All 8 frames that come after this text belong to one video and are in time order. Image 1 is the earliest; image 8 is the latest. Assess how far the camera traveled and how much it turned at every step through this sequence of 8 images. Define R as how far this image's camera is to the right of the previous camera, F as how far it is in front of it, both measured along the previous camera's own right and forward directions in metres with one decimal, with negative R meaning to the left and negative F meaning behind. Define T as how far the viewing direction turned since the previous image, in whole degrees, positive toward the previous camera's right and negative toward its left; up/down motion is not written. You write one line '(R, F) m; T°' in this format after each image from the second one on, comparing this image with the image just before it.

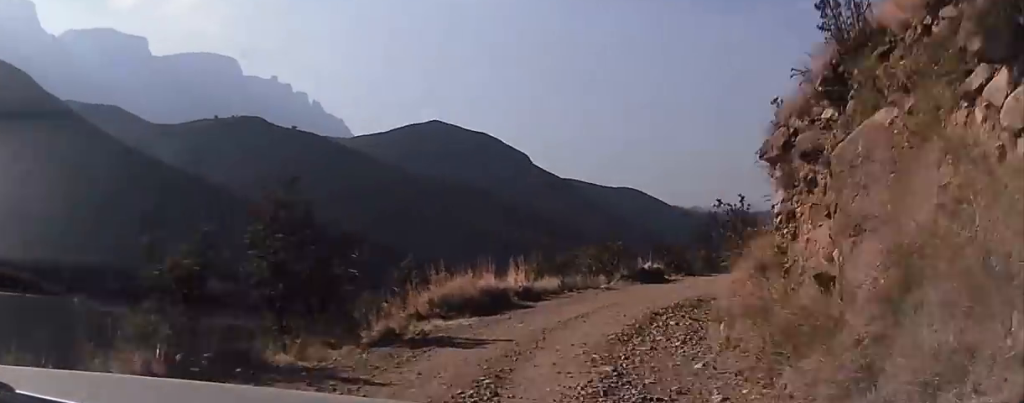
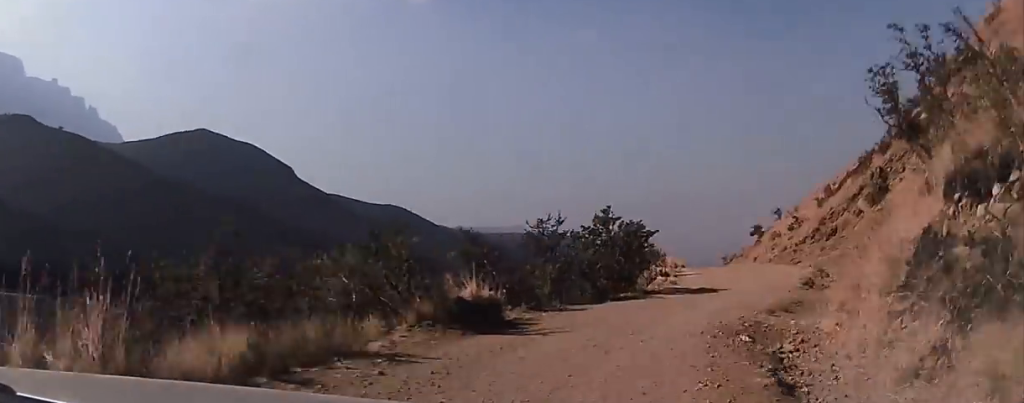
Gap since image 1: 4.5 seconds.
(+3.5, +20.4) m; +6°
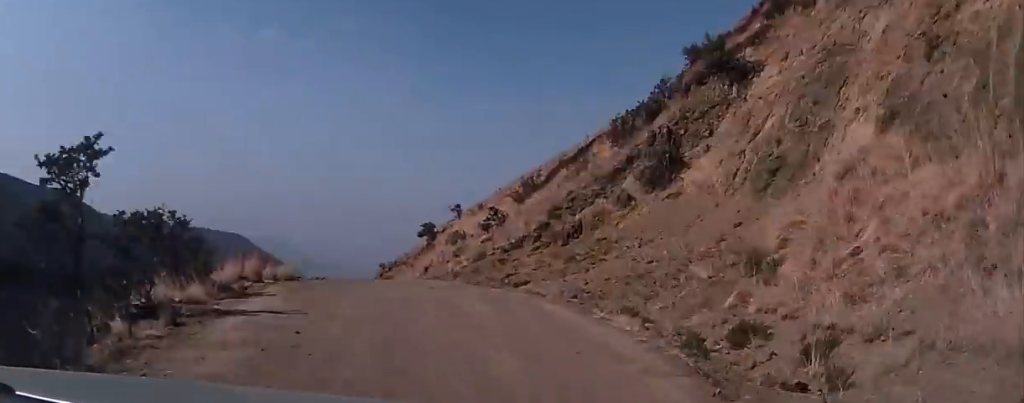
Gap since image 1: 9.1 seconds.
(+2.1, +21.7) m; +5°
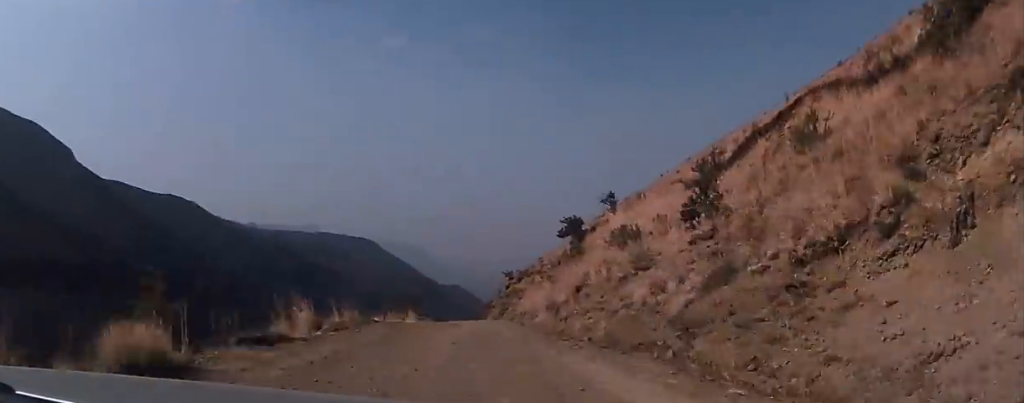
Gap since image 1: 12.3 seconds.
(-0.1, +17.1) m; -1°
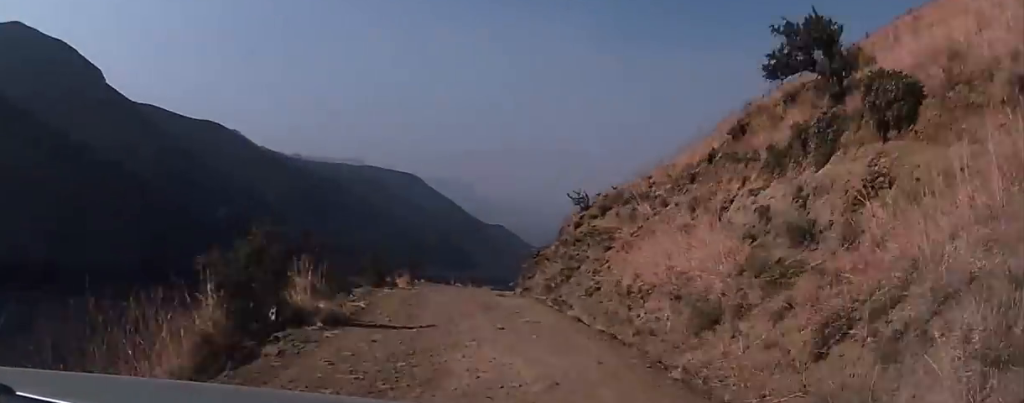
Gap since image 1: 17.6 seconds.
(0.0, +28.6) m; -2°
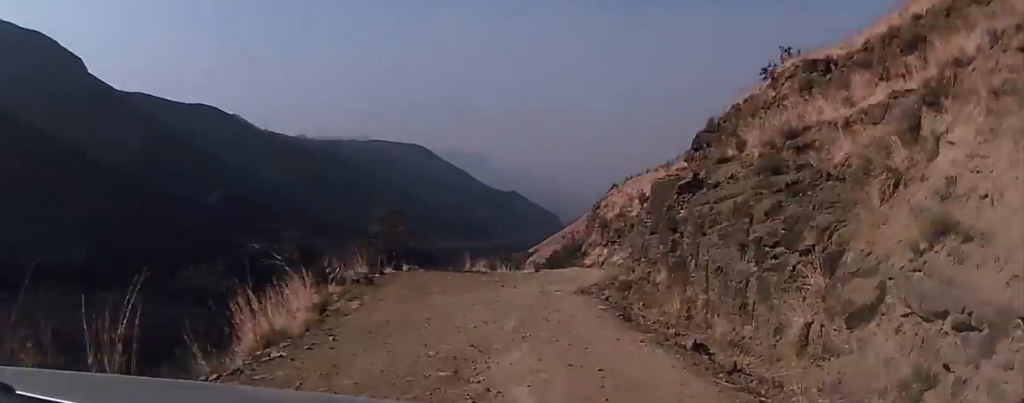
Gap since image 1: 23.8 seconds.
(-1.8, +33.5) m; 0°
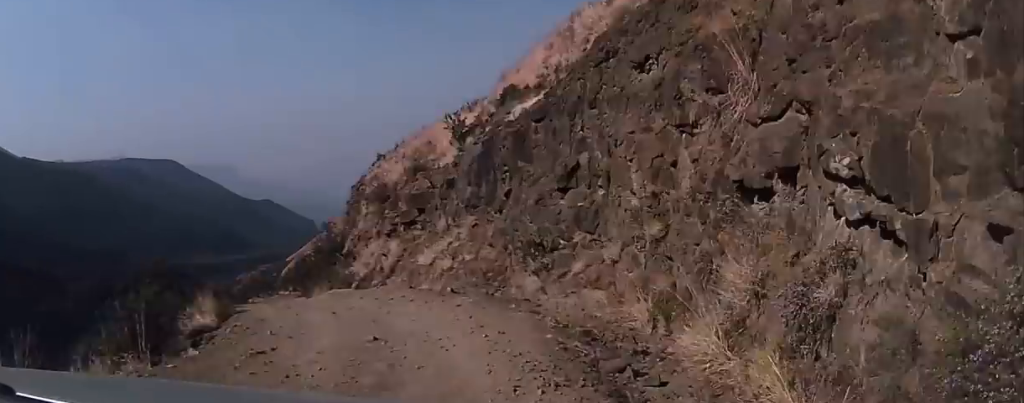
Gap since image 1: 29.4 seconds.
(+1.3, +29.1) m; 0°
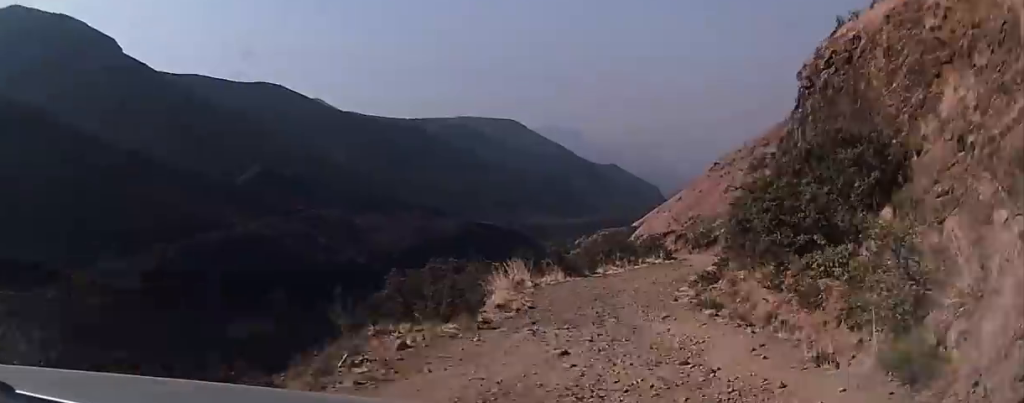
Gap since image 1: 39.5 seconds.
(-1.0, +48.8) m; -1°
